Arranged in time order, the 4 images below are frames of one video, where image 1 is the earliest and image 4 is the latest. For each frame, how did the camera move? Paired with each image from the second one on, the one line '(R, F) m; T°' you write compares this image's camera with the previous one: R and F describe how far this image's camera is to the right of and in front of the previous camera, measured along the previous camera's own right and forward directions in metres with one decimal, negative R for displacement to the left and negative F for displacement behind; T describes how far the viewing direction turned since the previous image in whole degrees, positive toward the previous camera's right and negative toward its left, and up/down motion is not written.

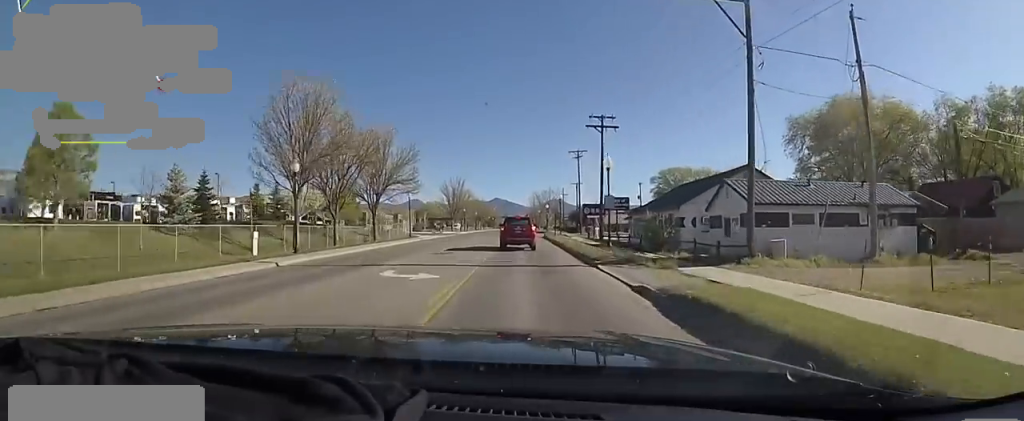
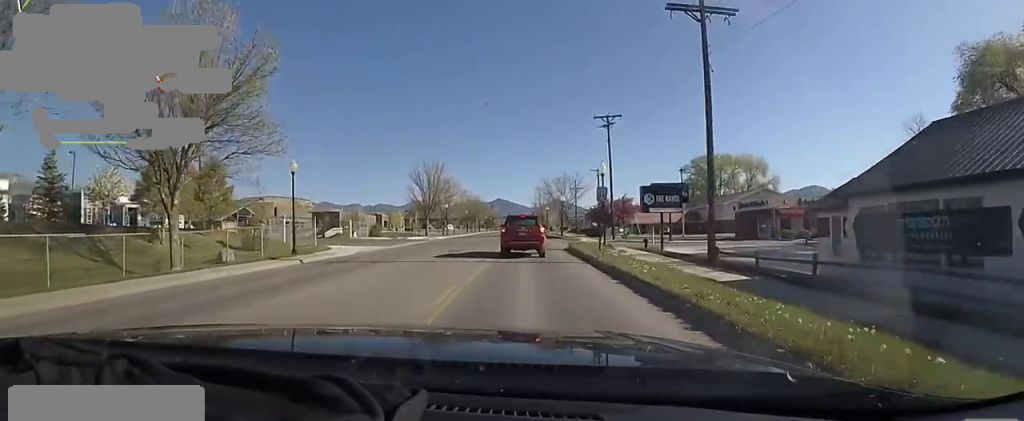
(0.0, +24.7) m; 0°
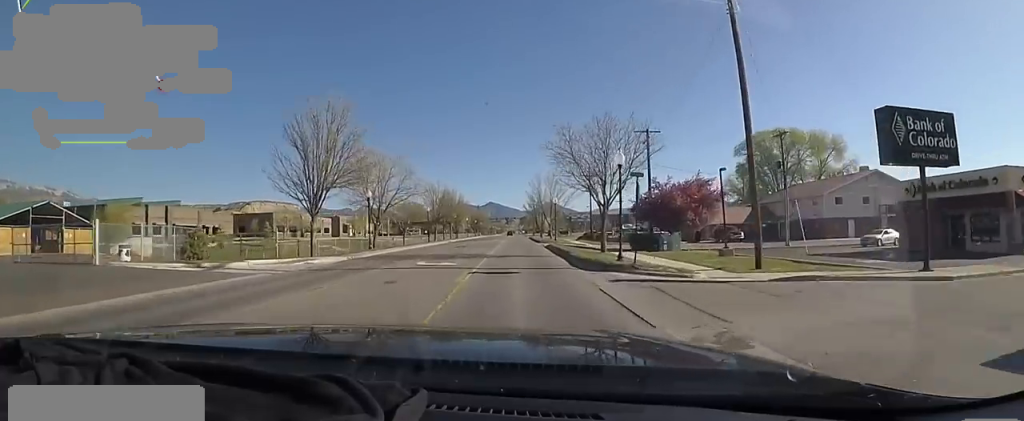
(0.0, +32.6) m; 0°
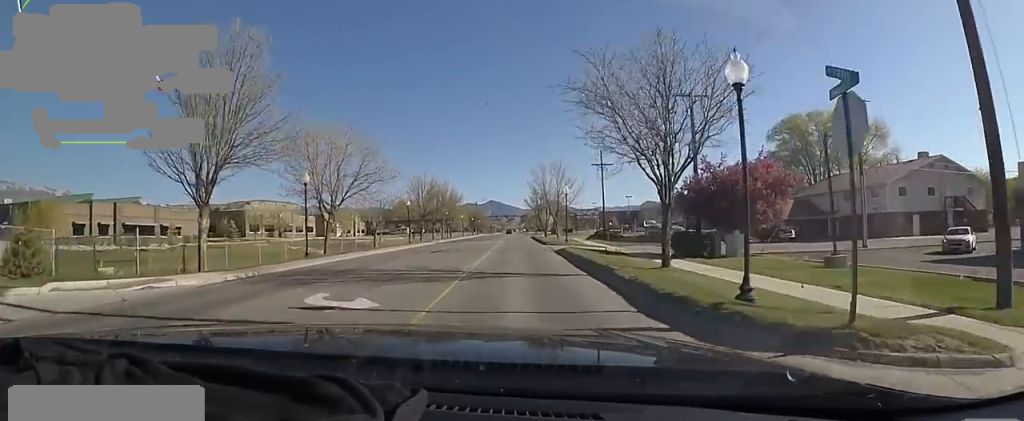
(0.0, +10.2) m; 0°
